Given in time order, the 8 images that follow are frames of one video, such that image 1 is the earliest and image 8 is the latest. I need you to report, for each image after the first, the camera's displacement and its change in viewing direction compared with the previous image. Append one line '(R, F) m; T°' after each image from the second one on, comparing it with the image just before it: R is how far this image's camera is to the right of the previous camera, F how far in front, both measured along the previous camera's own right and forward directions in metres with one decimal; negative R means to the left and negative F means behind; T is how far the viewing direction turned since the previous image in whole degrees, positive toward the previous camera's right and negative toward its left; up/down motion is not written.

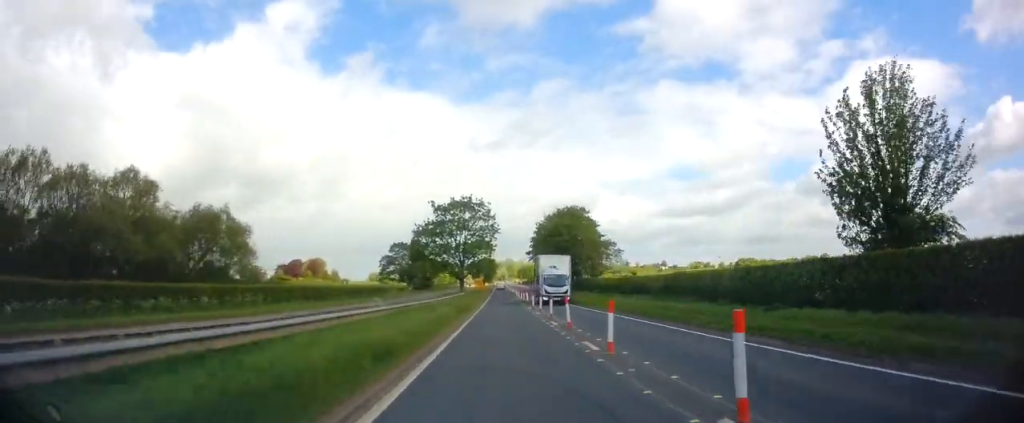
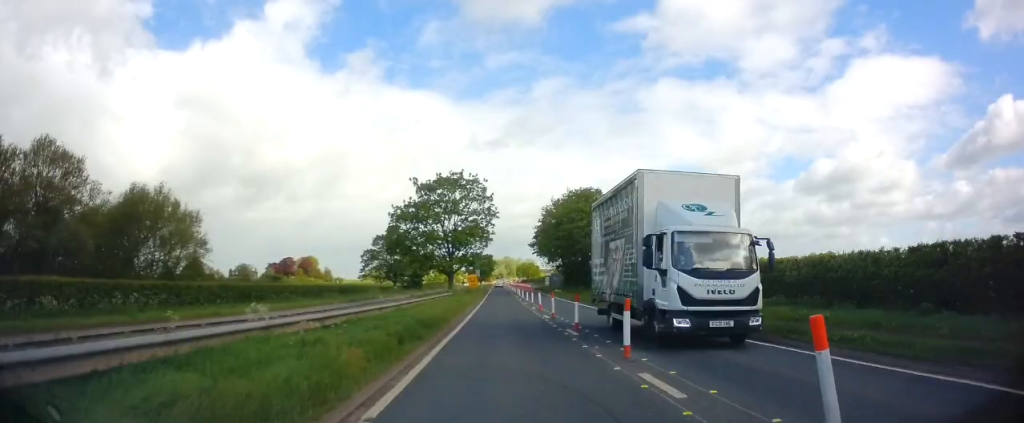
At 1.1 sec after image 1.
(-0.2, +14.1) m; -1°
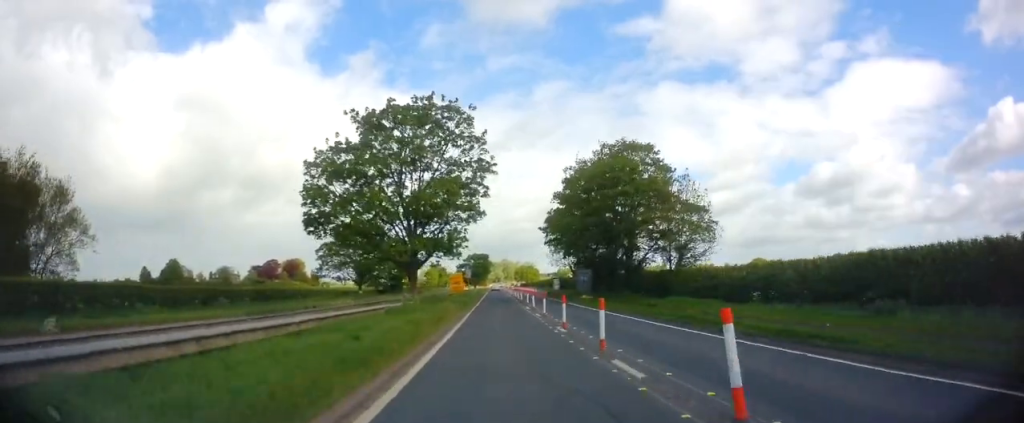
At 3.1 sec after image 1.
(+0.1, +24.5) m; +1°
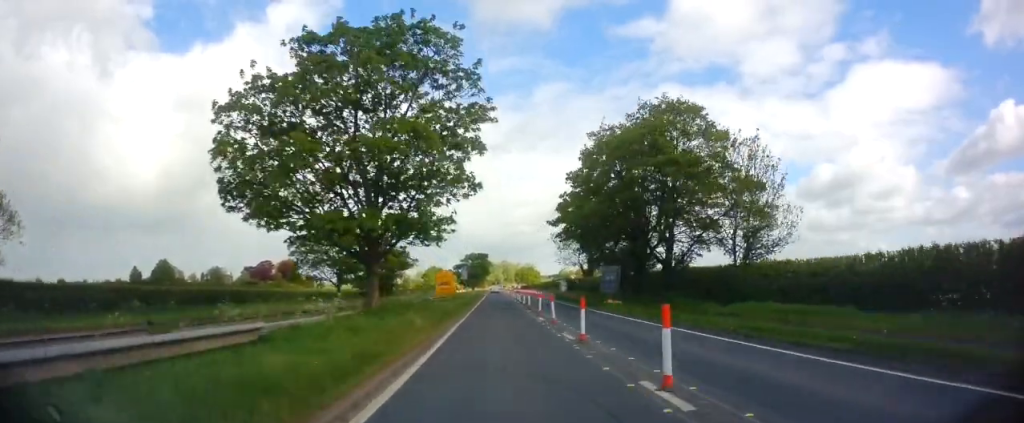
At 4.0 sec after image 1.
(+0.2, +11.0) m; +1°
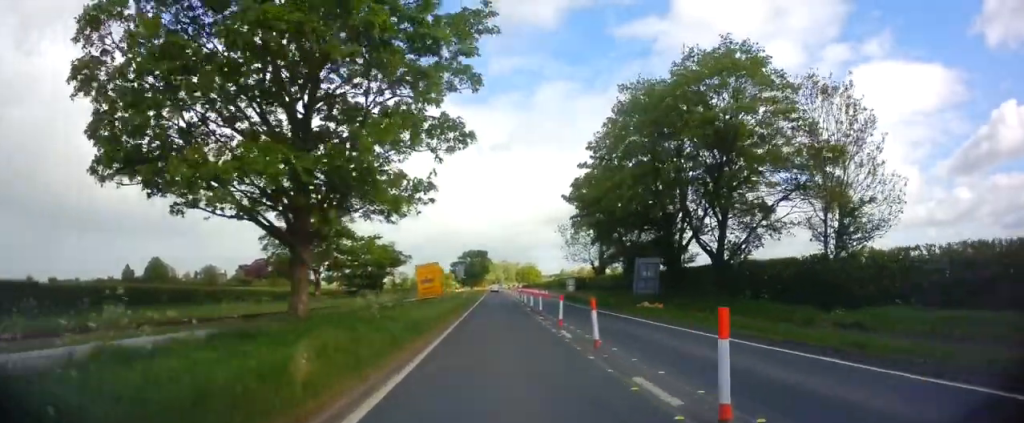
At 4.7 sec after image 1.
(-0.1, +8.5) m; 0°
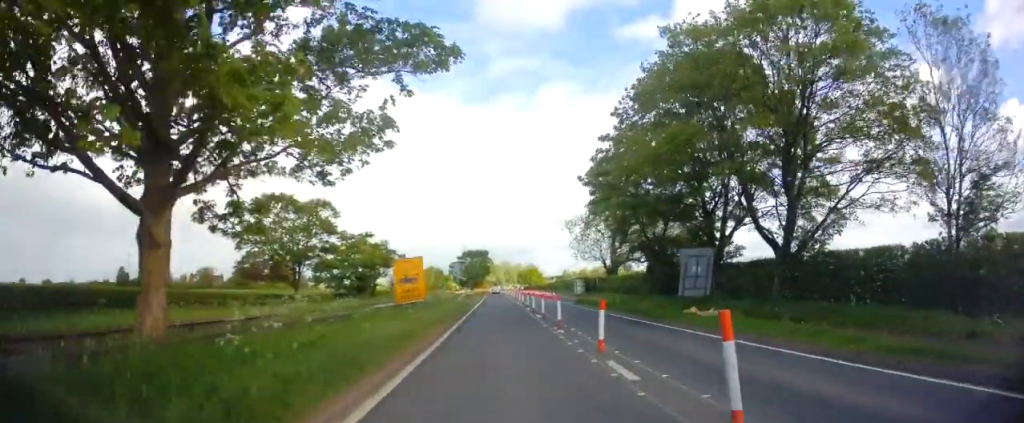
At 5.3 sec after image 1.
(0.0, +6.9) m; -1°
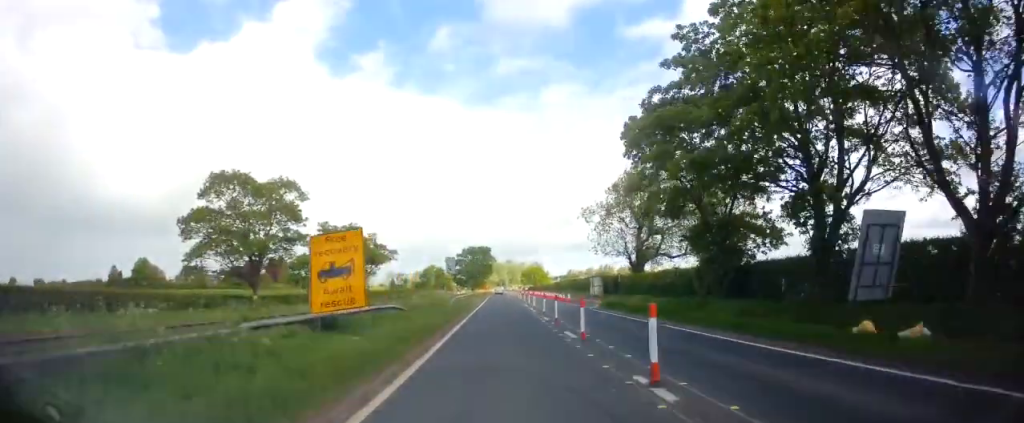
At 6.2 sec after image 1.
(-0.1, +10.7) m; -1°
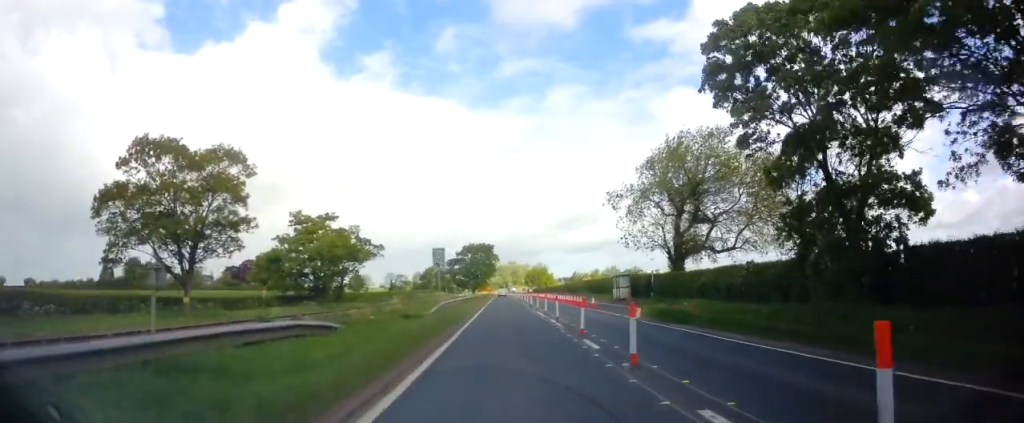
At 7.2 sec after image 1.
(-0.2, +11.1) m; 0°
